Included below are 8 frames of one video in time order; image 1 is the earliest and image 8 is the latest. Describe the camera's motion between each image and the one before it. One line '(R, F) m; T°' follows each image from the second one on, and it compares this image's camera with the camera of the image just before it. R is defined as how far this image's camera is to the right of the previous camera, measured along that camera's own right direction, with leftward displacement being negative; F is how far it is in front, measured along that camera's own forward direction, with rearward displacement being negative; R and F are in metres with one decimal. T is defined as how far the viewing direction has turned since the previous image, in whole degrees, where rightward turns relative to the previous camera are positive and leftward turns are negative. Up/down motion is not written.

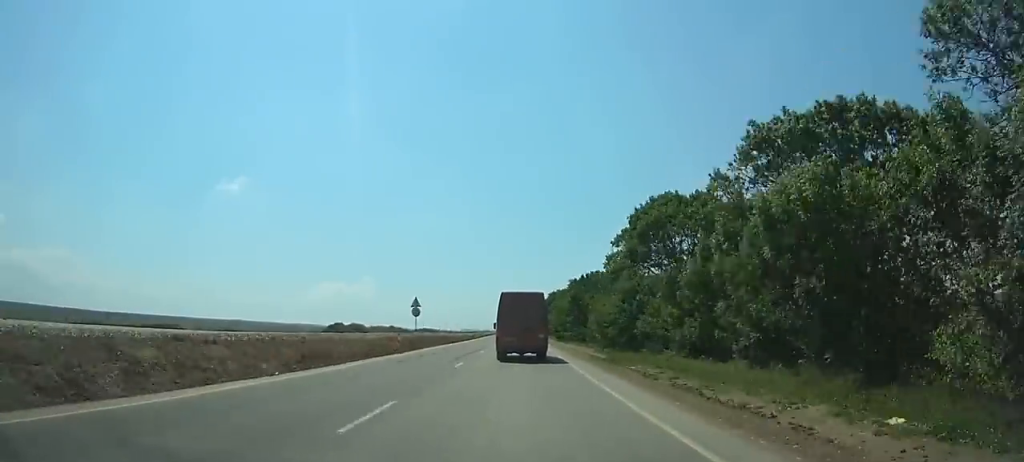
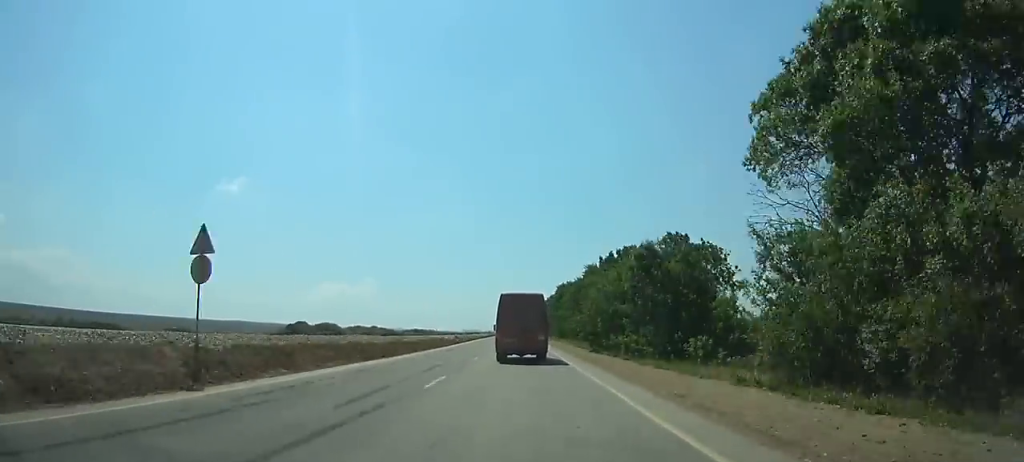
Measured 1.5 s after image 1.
(0.0, +29.7) m; 0°
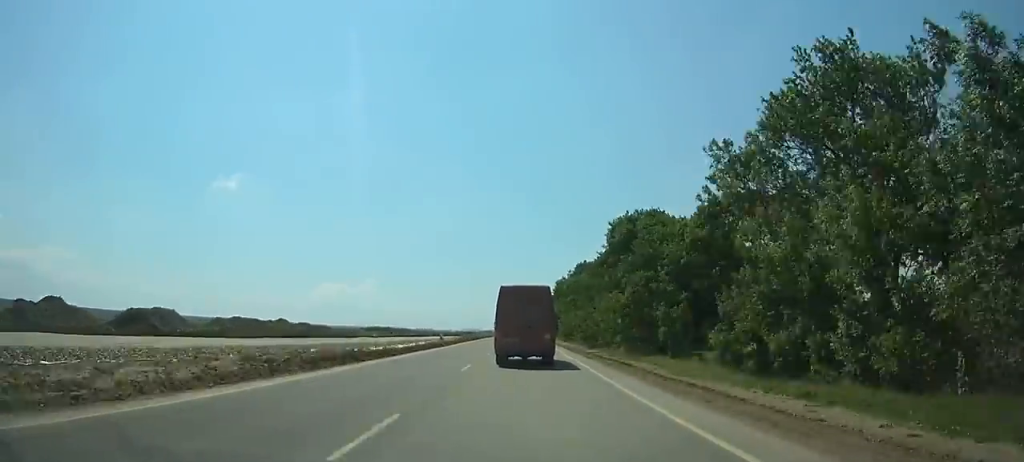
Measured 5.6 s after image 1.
(0.0, +80.5) m; 0°
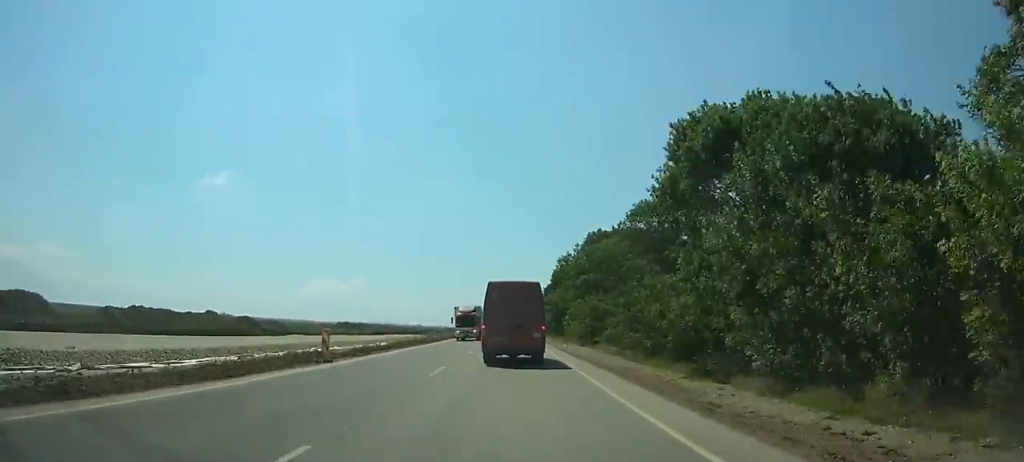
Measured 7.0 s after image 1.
(0.0, +26.4) m; 0°
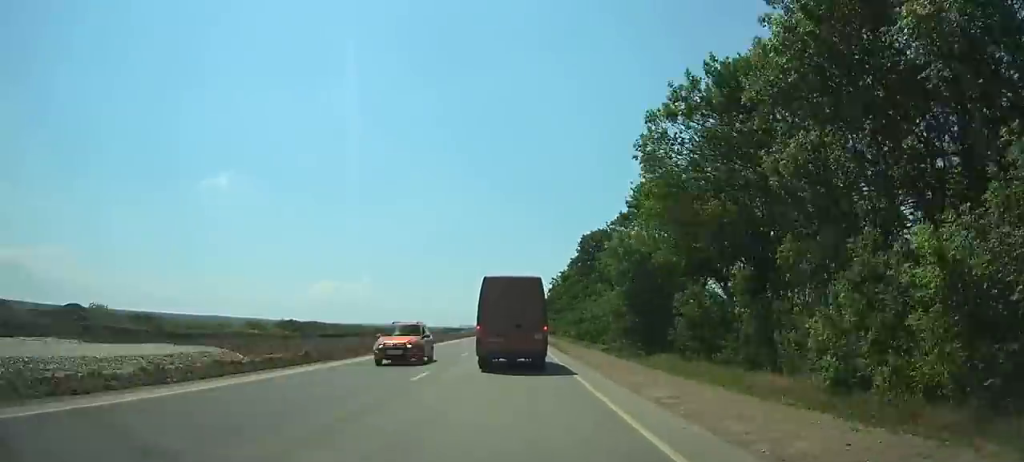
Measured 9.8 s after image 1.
(+0.1, +49.3) m; 0°
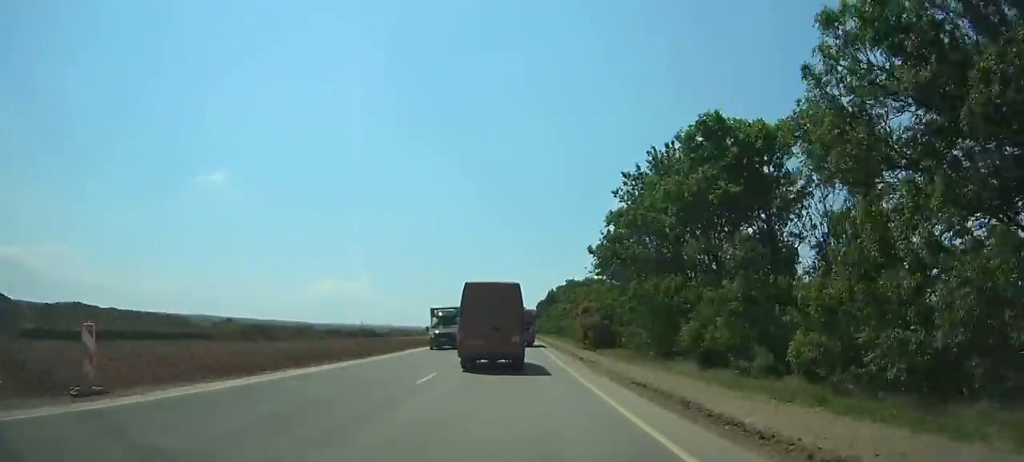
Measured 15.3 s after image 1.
(+0.2, +87.6) m; 0°
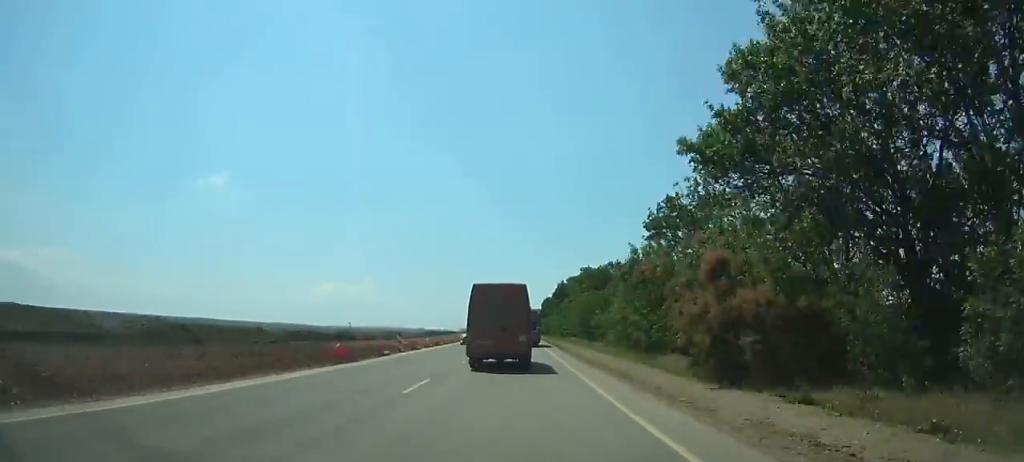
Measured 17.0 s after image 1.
(0.0, +25.5) m; 0°
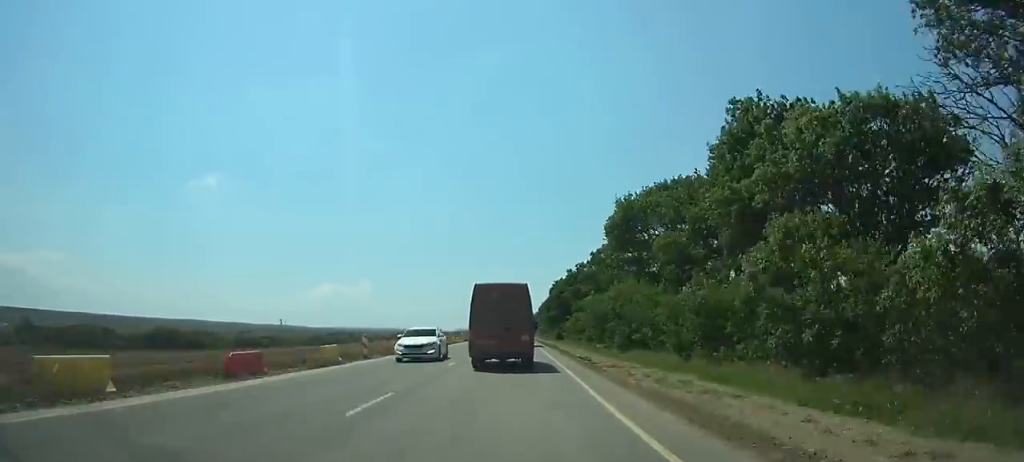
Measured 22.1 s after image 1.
(-0.6, +74.6) m; -1°
